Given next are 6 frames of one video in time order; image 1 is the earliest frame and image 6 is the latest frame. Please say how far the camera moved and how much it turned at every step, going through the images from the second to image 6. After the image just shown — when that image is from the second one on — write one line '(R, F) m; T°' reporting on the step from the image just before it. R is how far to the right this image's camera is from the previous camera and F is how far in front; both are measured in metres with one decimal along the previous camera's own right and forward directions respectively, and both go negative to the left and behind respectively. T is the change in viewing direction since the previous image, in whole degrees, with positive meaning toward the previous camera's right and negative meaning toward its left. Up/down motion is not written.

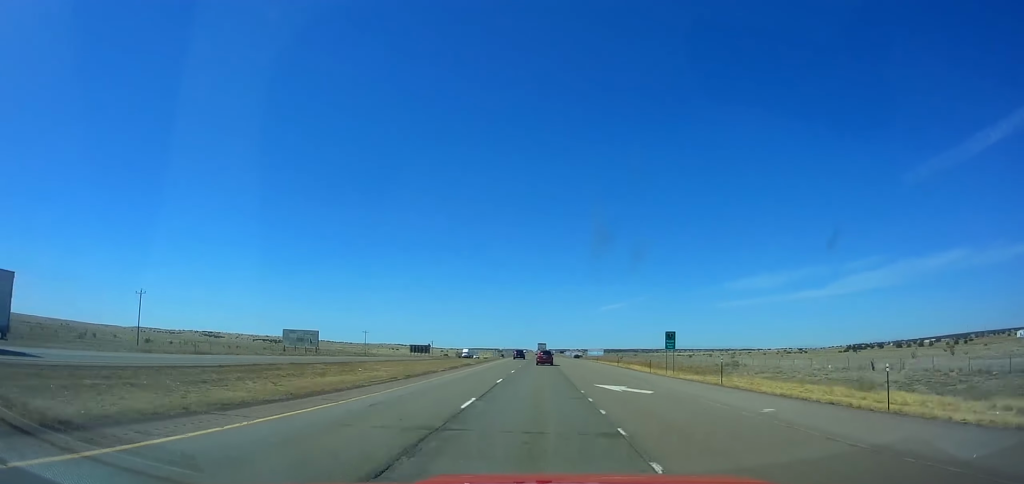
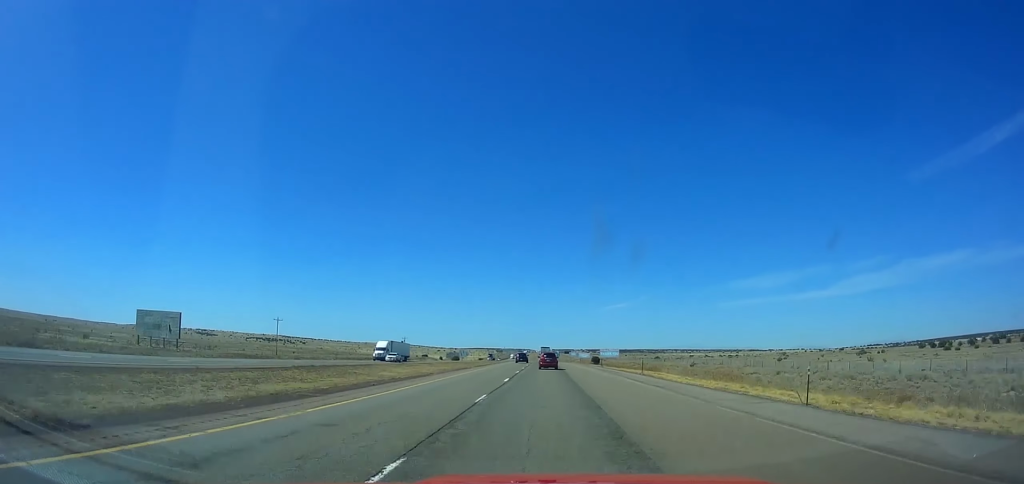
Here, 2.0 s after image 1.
(-0.6, +71.3) m; 0°
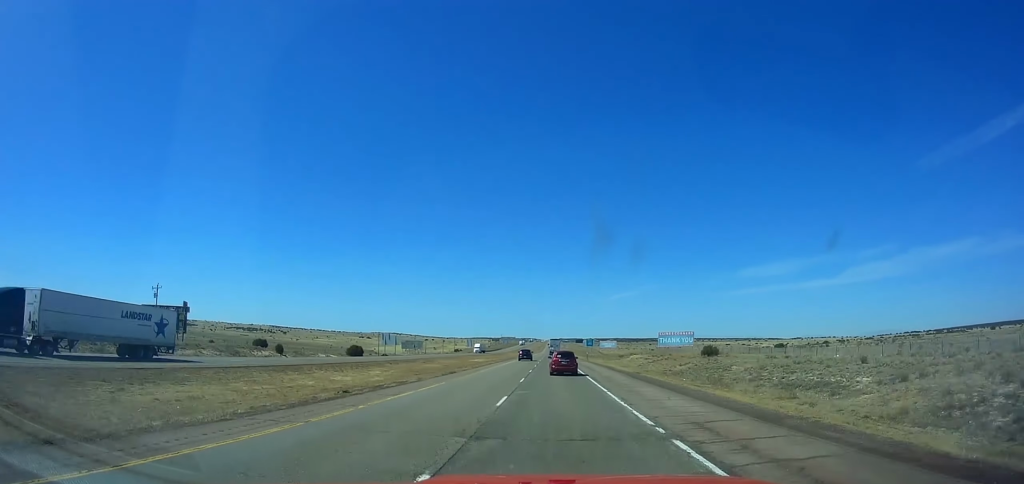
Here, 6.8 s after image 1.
(-1.2, +171.6) m; -1°
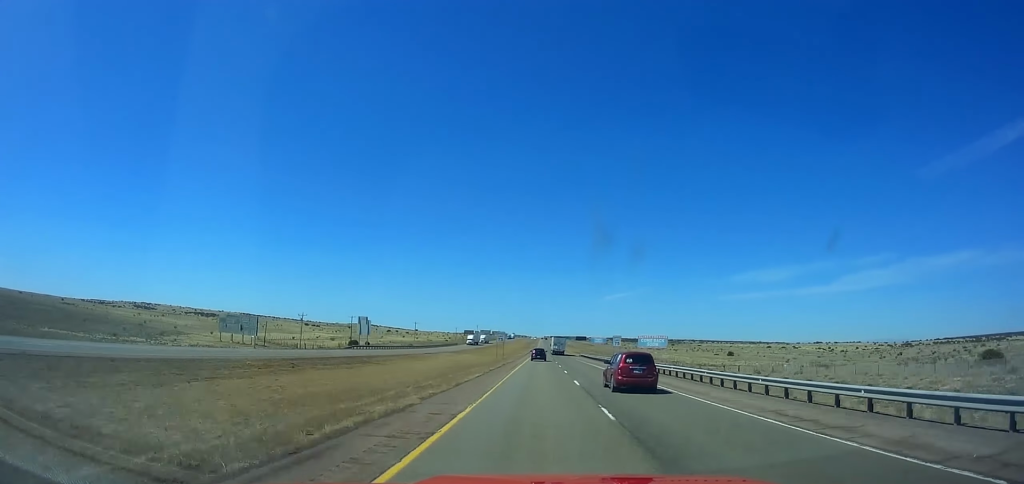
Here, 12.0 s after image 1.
(-0.8, +185.9) m; 0°
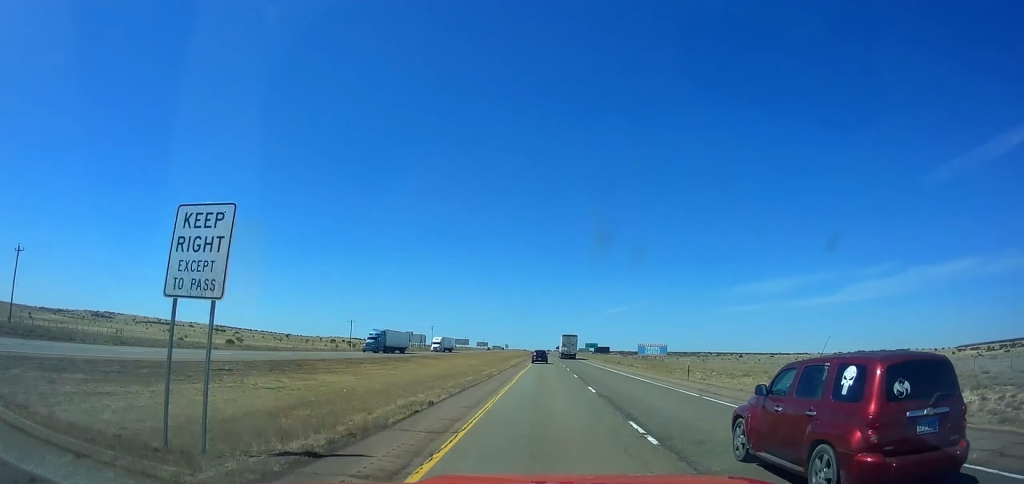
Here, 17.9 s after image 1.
(+1.6, +210.2) m; 0°
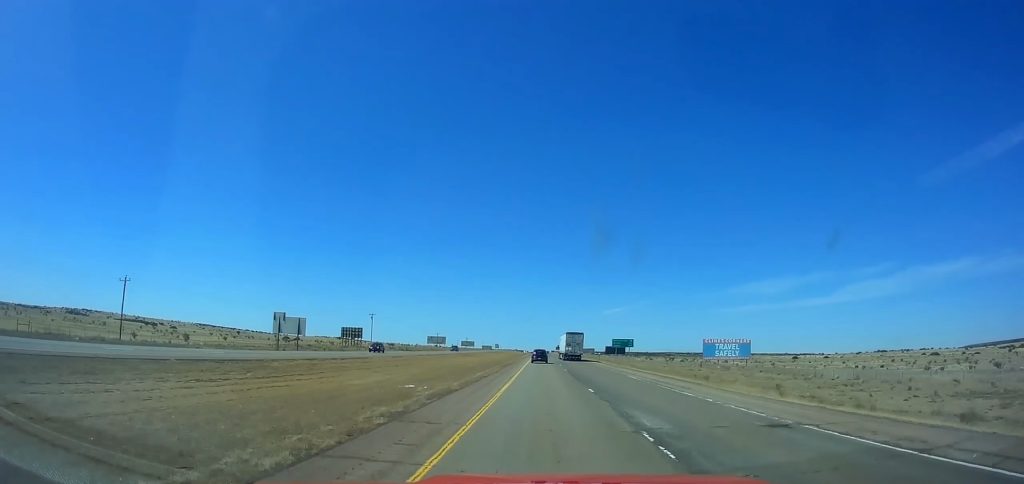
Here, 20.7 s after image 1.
(0.0, +99.4) m; 0°
